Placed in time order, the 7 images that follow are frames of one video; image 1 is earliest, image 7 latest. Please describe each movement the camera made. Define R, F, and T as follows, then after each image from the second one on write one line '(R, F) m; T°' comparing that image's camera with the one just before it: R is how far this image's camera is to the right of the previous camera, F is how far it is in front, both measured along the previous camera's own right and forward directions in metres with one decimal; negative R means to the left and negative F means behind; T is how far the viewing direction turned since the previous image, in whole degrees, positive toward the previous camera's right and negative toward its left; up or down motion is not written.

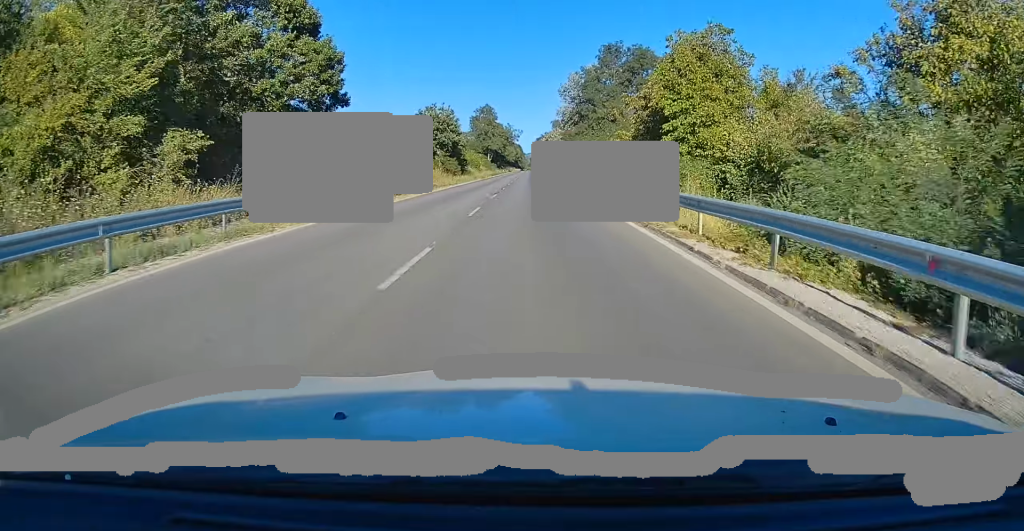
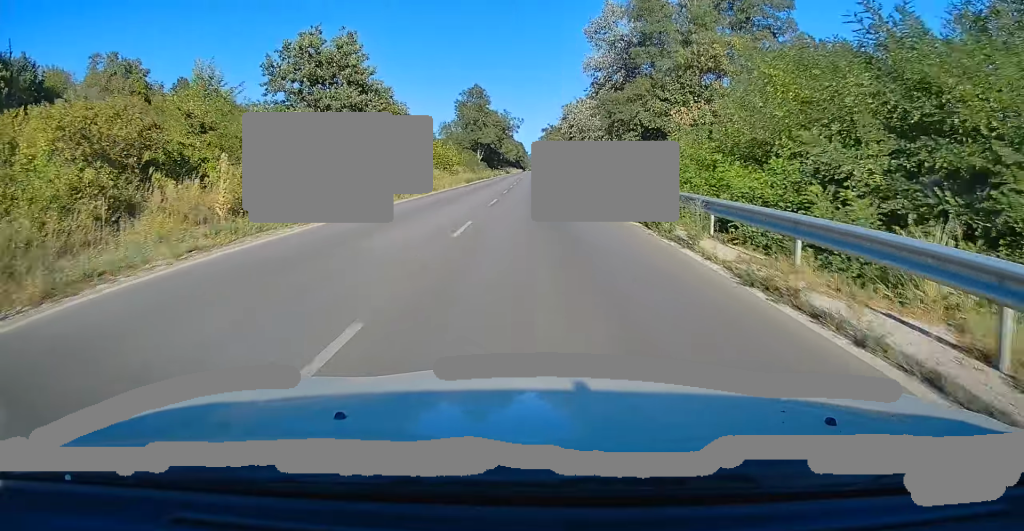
(-0.3, +40.3) m; -2°
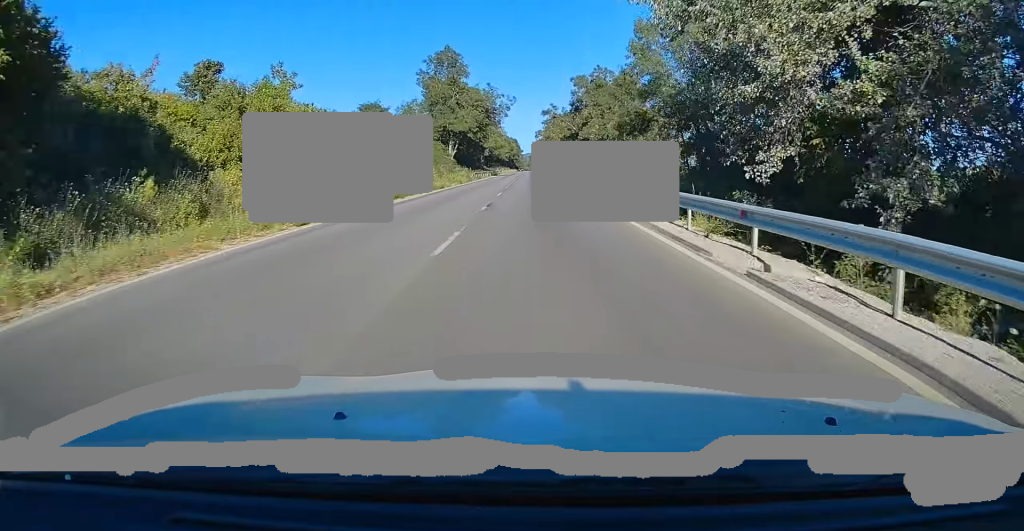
(0.0, +38.2) m; +1°
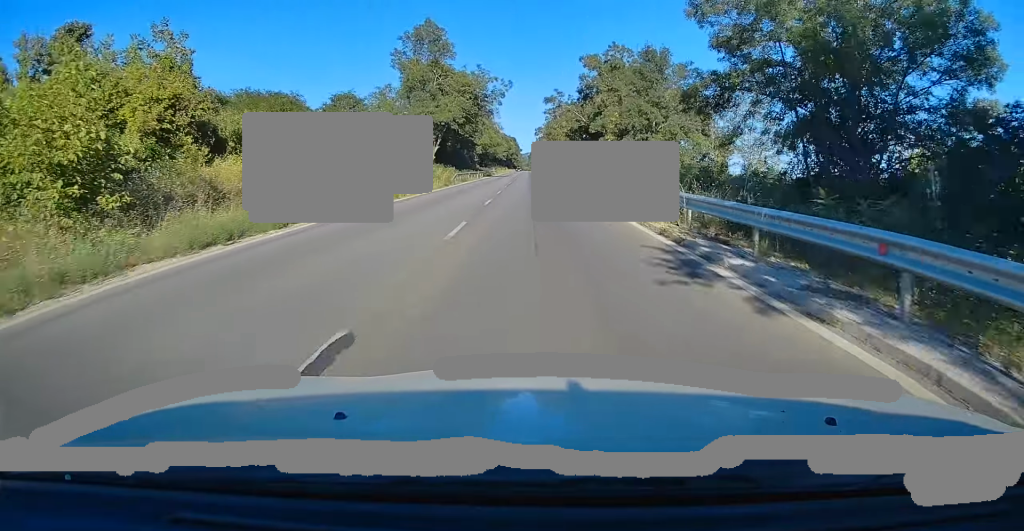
(0.0, +16.1) m; +1°
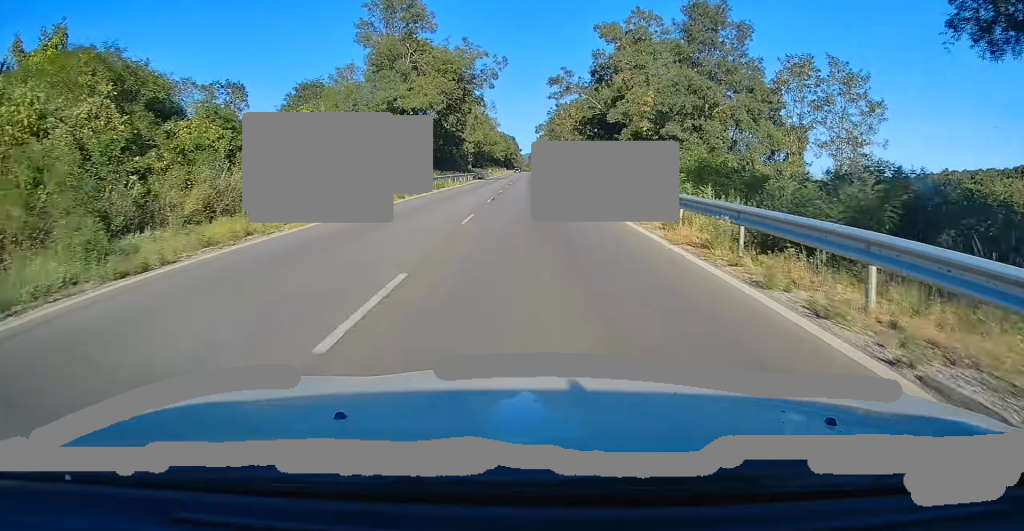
(+0.1, +15.5) m; 0°
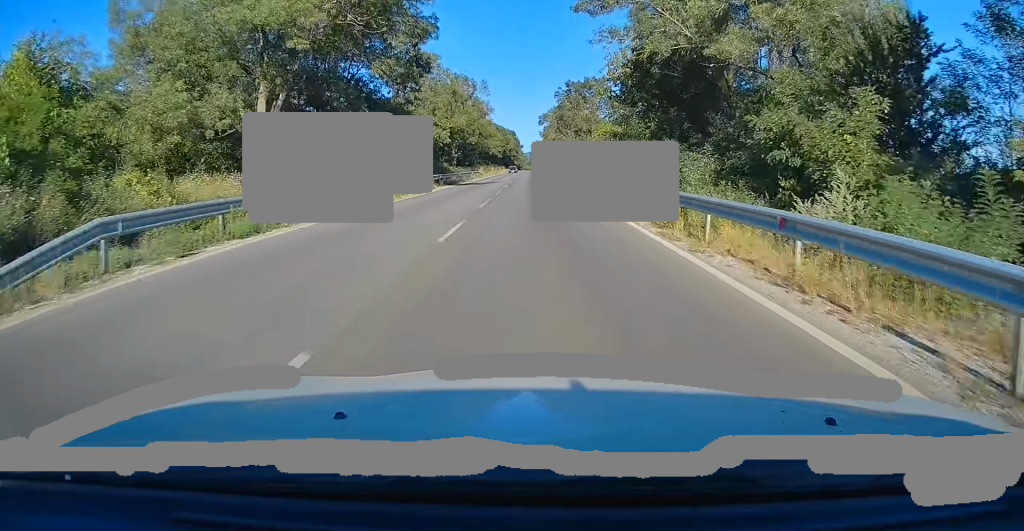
(0.0, +30.3) m; -1°
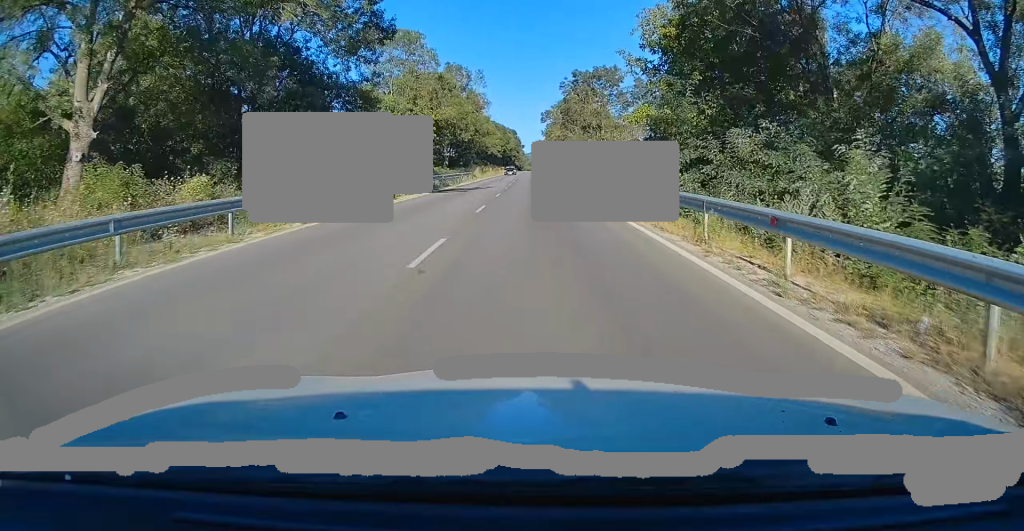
(-0.1, +11.6) m; -1°
